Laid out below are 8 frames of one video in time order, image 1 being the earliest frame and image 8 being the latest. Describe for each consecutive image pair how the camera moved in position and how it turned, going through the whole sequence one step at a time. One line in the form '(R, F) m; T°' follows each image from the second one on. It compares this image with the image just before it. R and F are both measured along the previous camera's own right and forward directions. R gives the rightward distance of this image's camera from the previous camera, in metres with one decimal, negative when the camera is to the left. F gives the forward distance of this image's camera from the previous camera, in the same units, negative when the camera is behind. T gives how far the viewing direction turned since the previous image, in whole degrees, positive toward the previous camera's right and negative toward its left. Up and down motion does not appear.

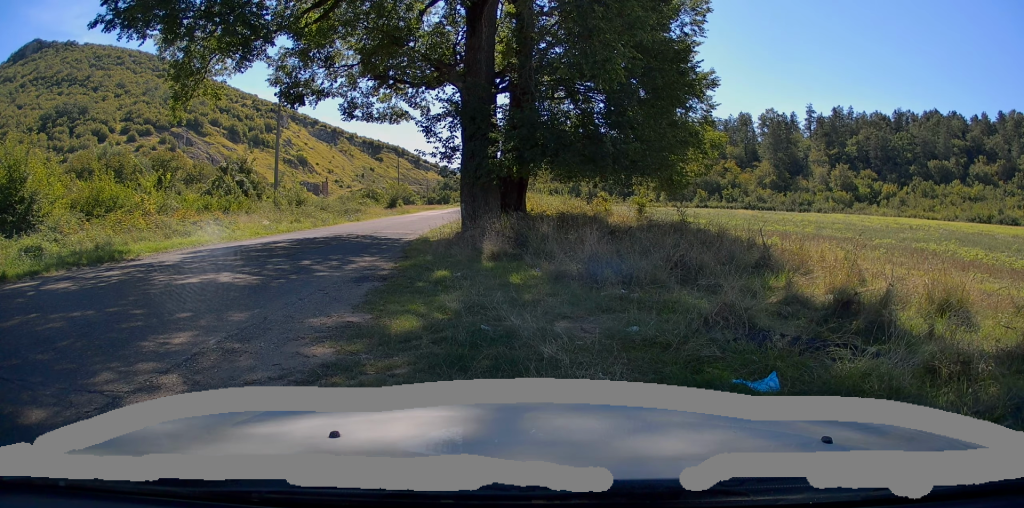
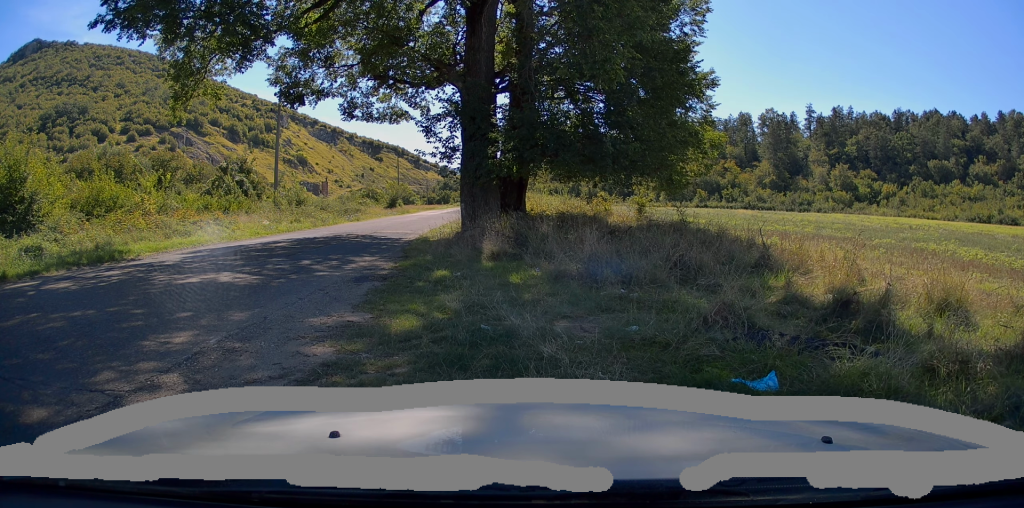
(0.0, 0.0) m; 0°
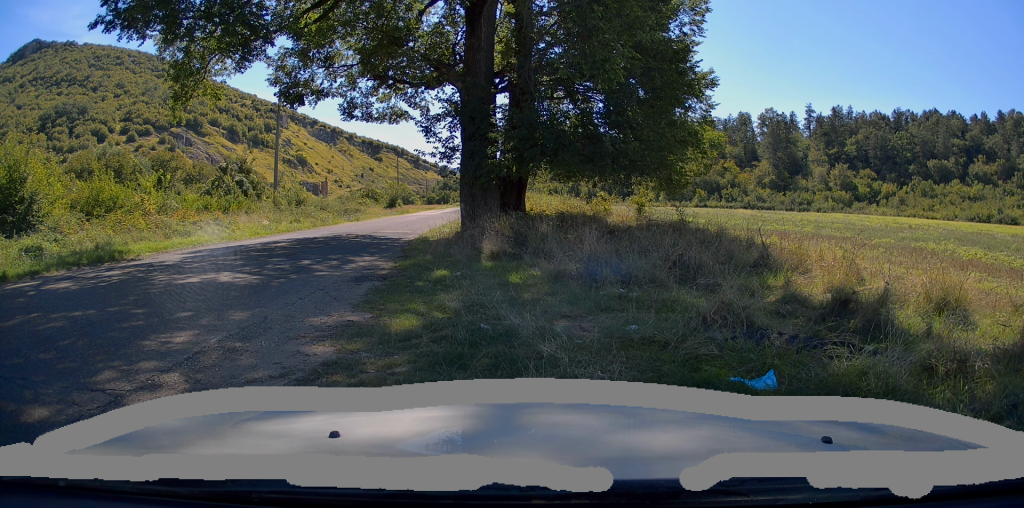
(0.0, 0.0) m; 0°
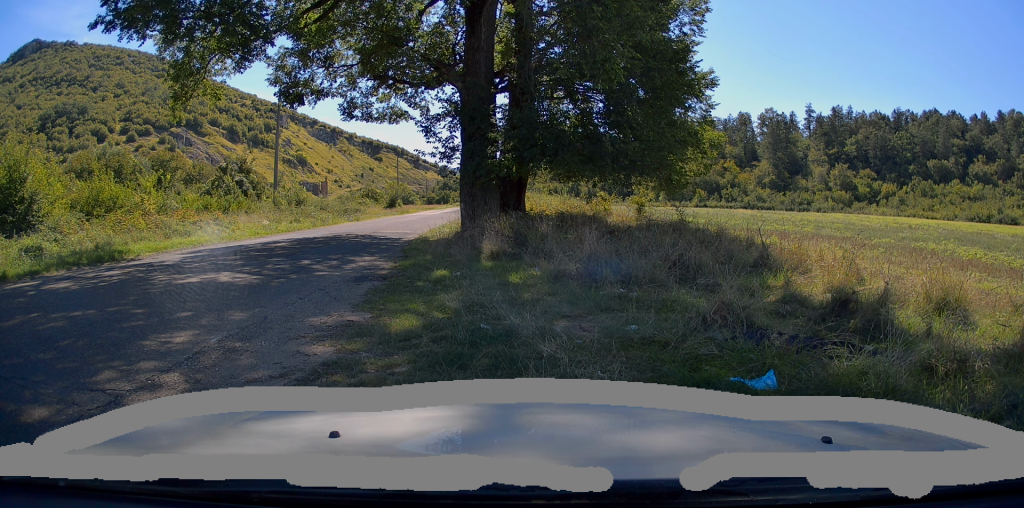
(0.0, 0.0) m; 0°
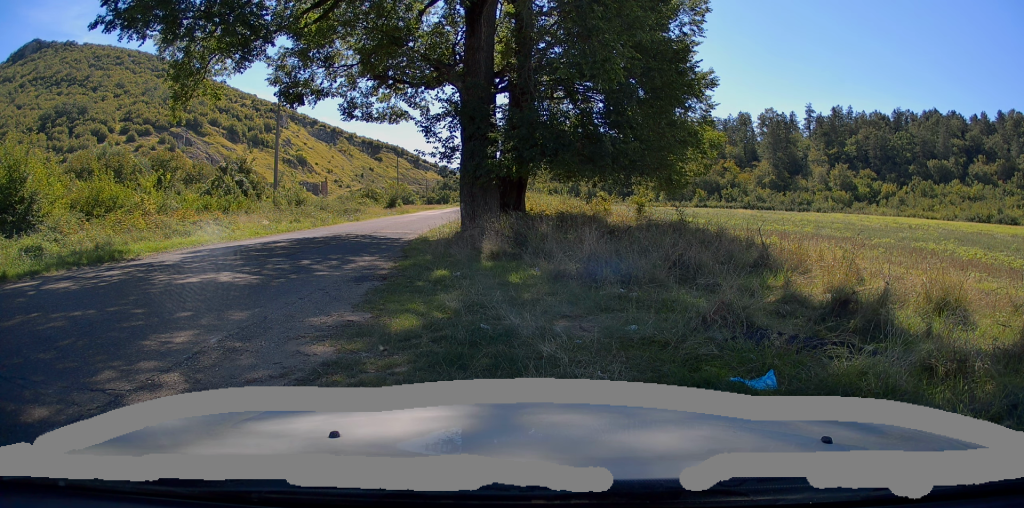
(0.0, 0.0) m; 0°
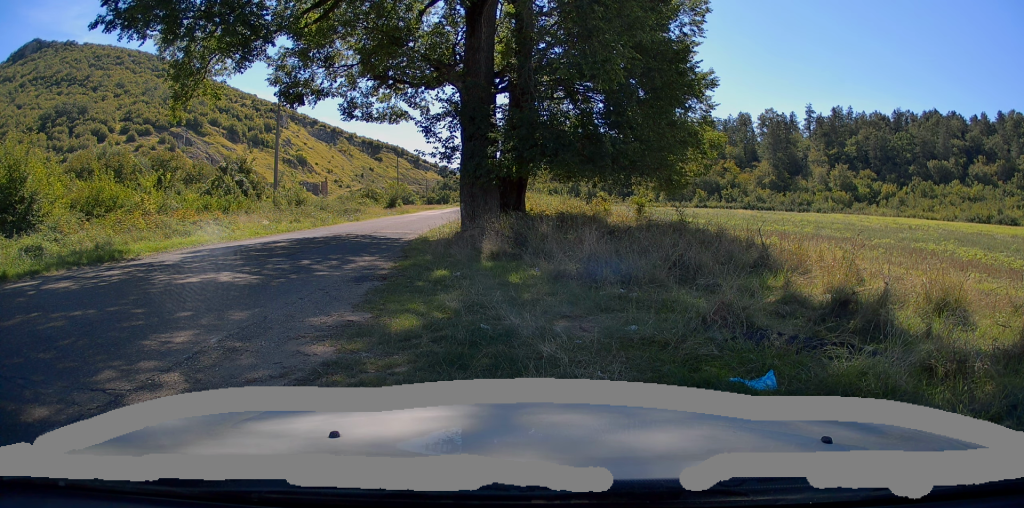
(0.0, 0.0) m; 0°
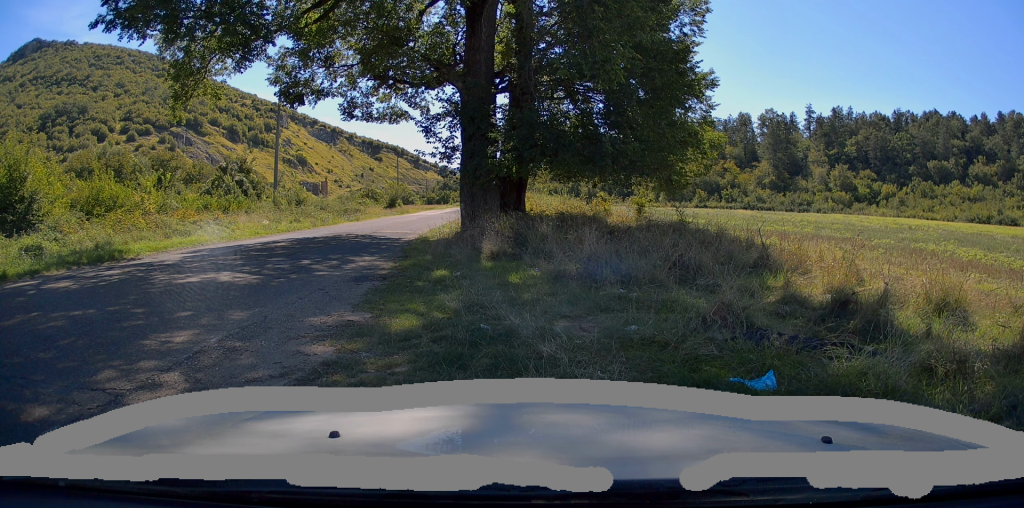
(0.0, 0.0) m; 0°
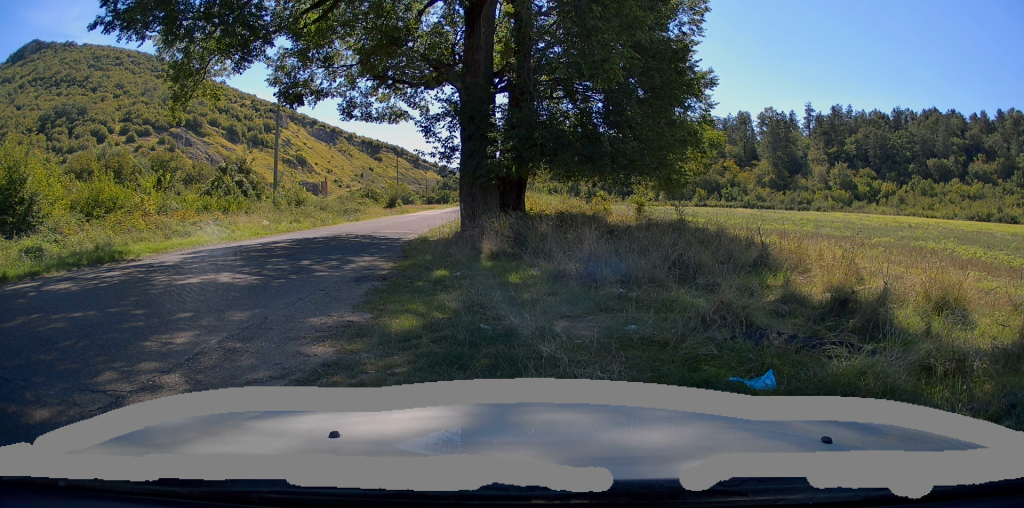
(0.0, 0.0) m; 0°
